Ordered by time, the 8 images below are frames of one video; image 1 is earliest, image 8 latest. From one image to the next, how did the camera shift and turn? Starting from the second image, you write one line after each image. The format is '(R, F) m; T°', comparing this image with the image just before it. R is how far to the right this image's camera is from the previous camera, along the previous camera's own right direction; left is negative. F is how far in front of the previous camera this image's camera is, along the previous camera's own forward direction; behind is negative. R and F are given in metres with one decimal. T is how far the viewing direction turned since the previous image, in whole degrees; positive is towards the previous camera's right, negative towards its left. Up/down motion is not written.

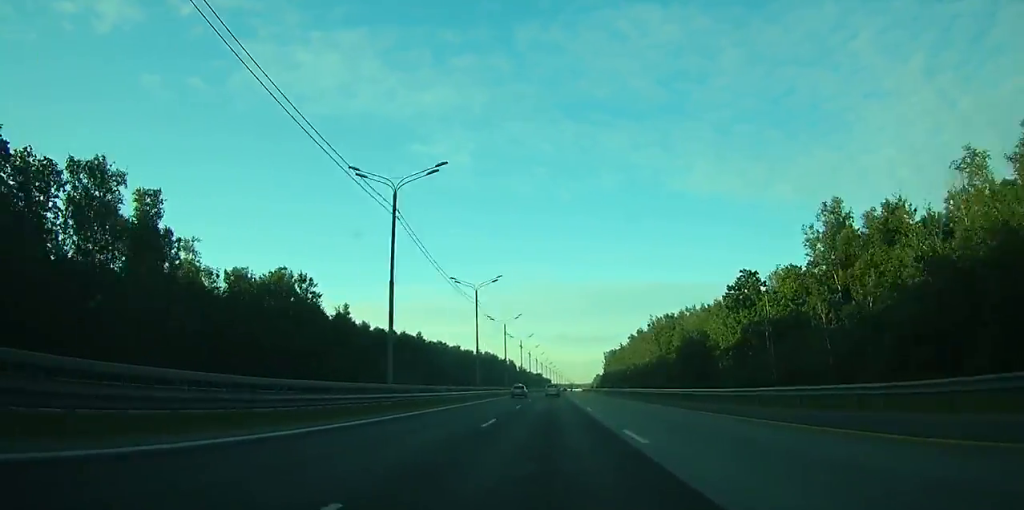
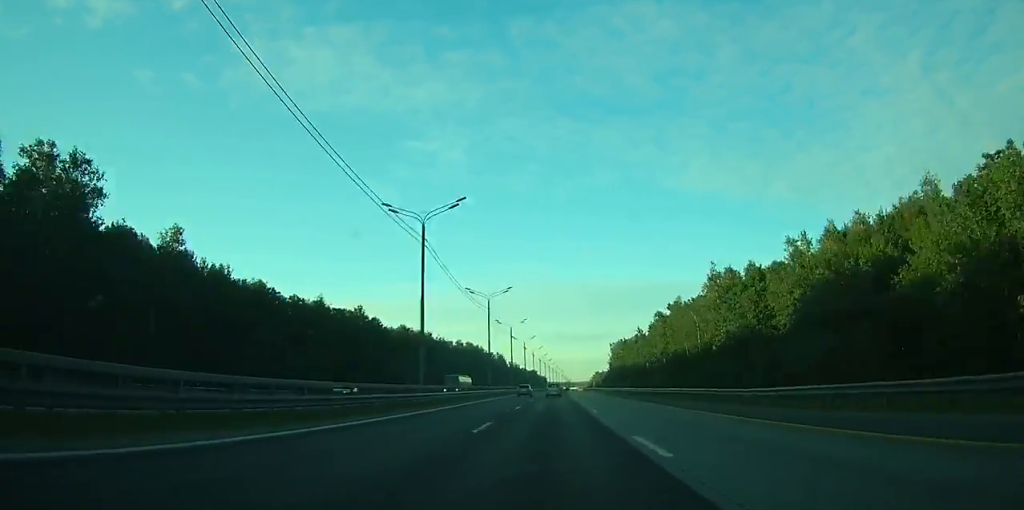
(+0.2, +59.1) m; +1°
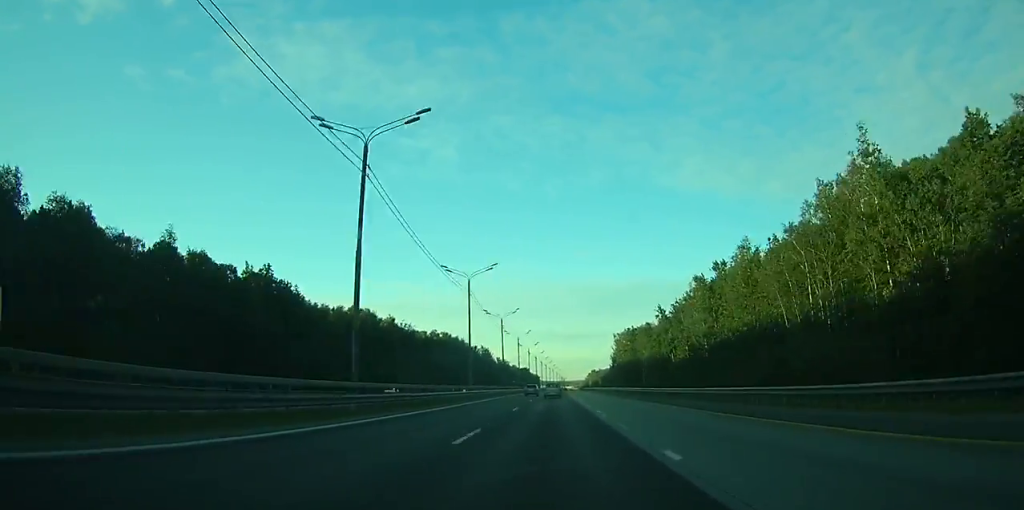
(+0.2, +45.0) m; 0°
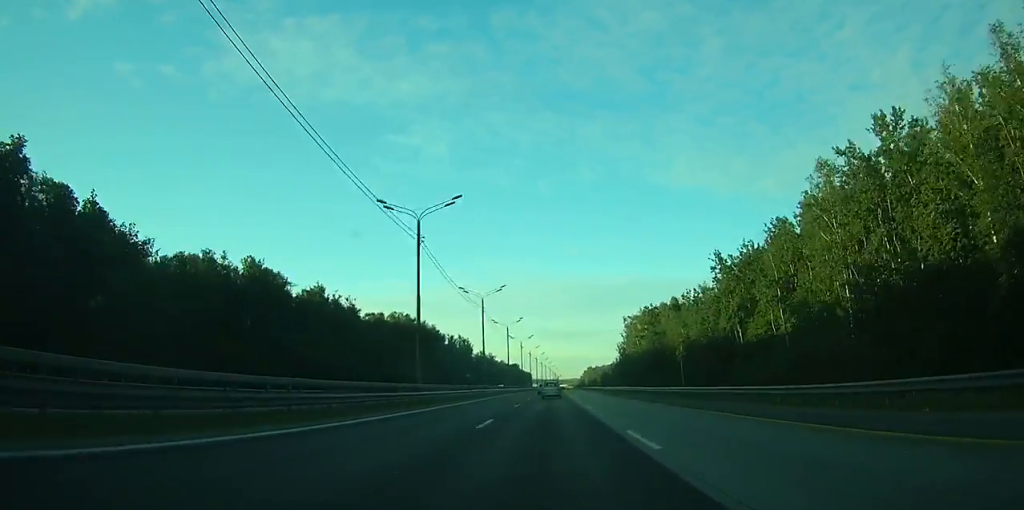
(+0.2, +54.1) m; 0°
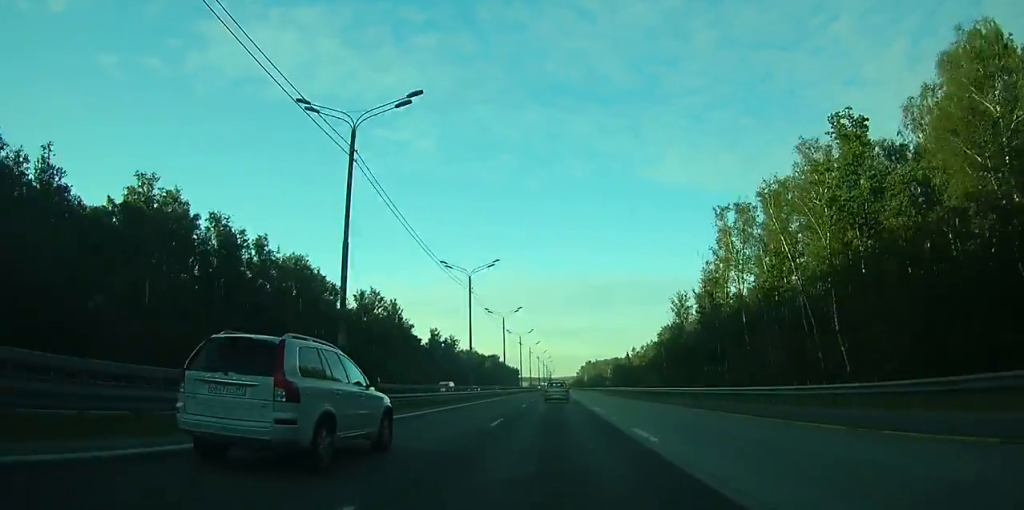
(+0.9, +119.4) m; +1°
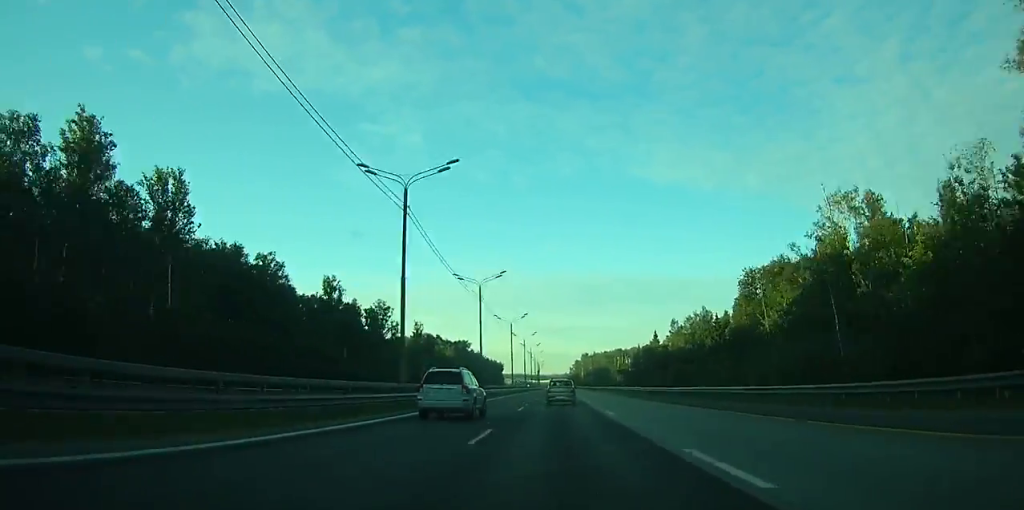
(+0.6, +102.1) m; +1°
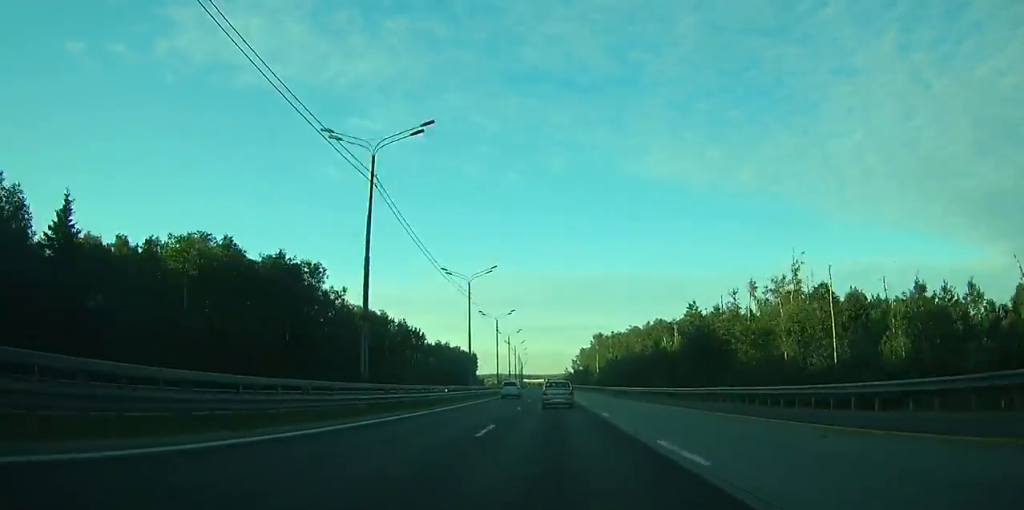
(+2.2, +209.8) m; 0°
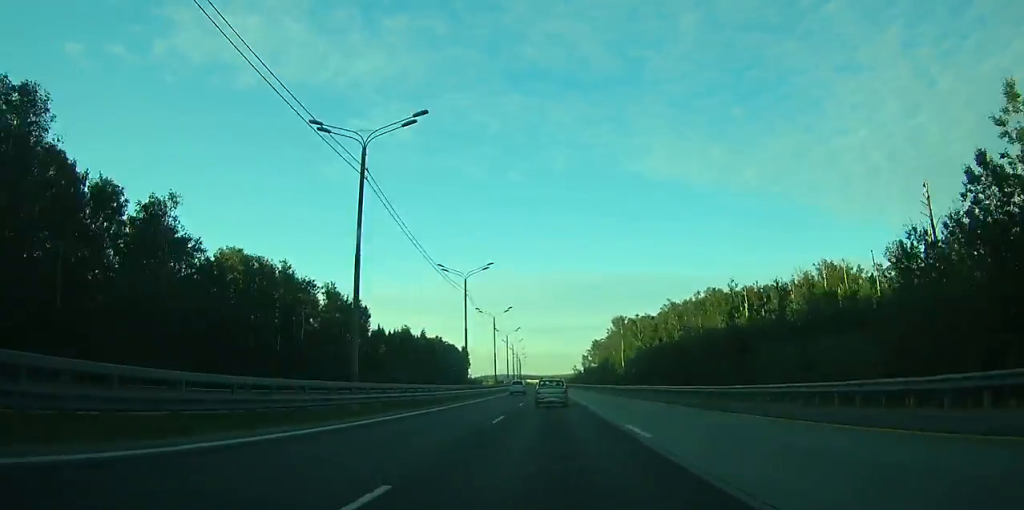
(-0.3, +77.0) m; -1°
